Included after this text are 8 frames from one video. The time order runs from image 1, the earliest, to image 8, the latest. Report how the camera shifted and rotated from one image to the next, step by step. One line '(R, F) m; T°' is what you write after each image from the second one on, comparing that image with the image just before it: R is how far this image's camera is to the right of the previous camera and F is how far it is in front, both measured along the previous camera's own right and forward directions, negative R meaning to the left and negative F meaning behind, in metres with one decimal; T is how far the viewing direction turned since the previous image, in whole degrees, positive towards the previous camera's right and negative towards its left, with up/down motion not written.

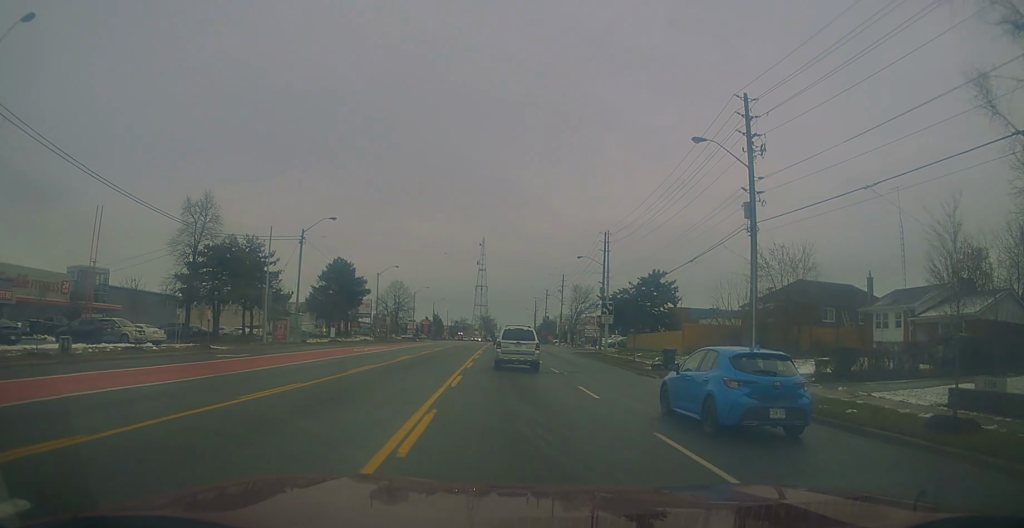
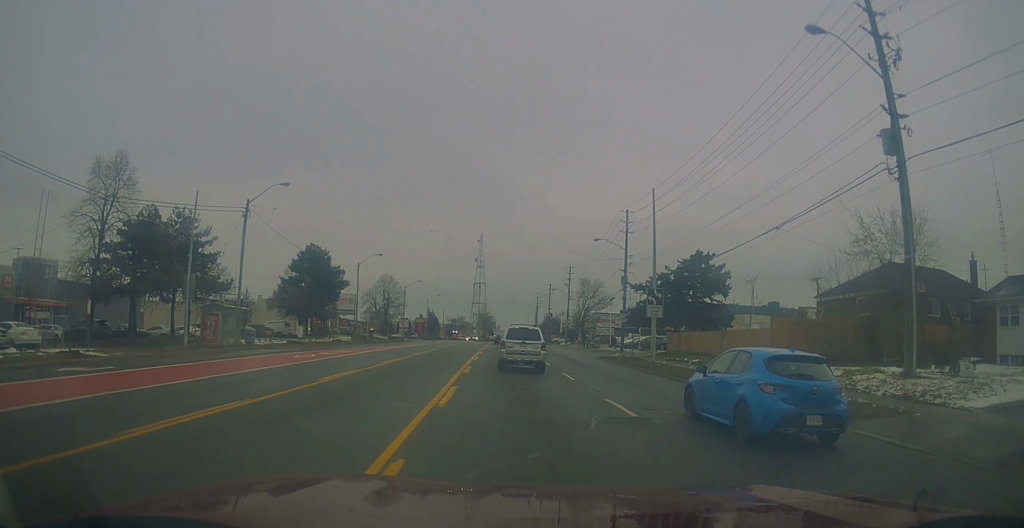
(0.0, +12.9) m; +1°
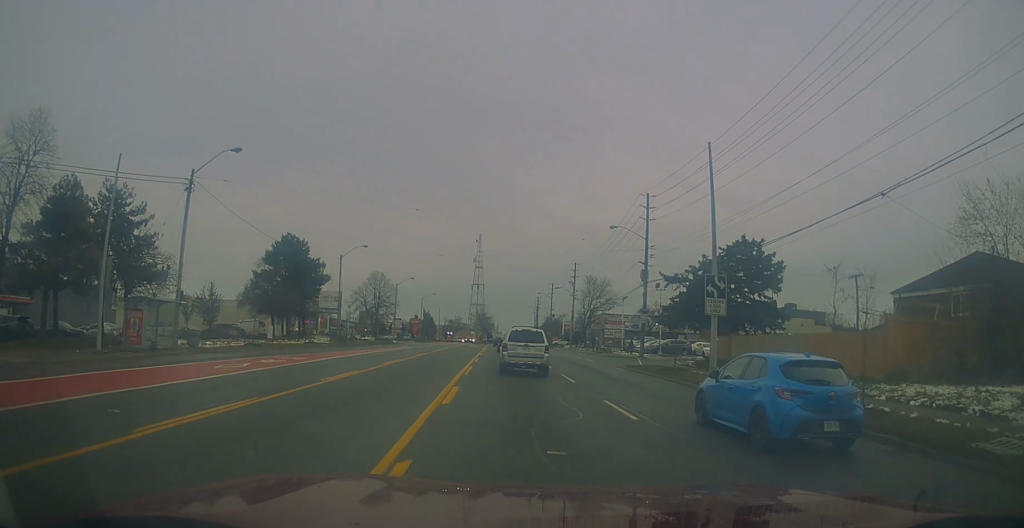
(+0.3, +8.8) m; +1°
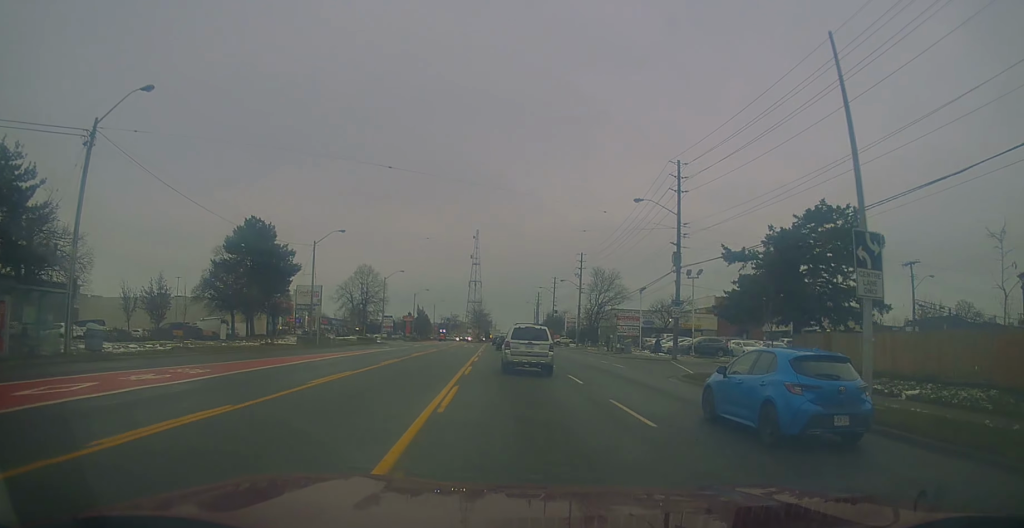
(-0.1, +10.3) m; -1°
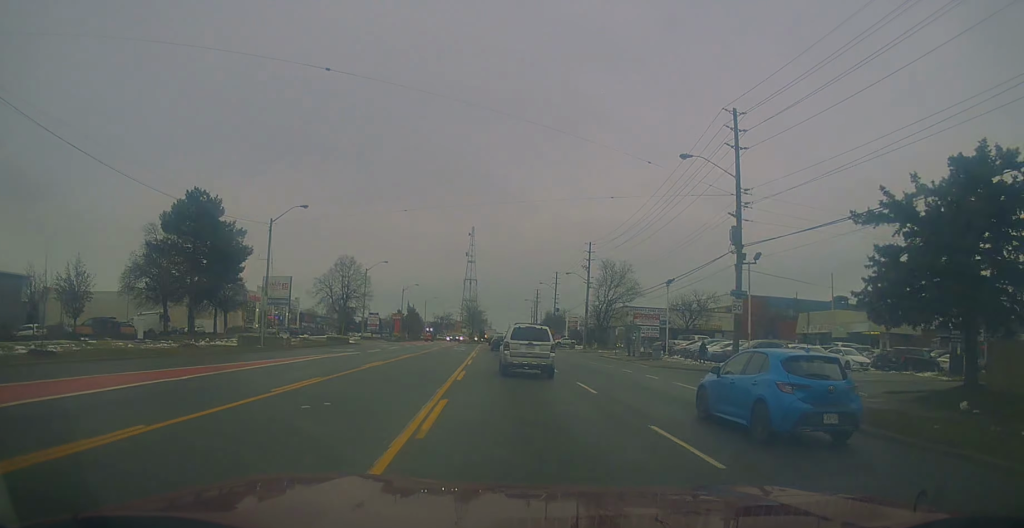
(-0.1, +11.9) m; 0°
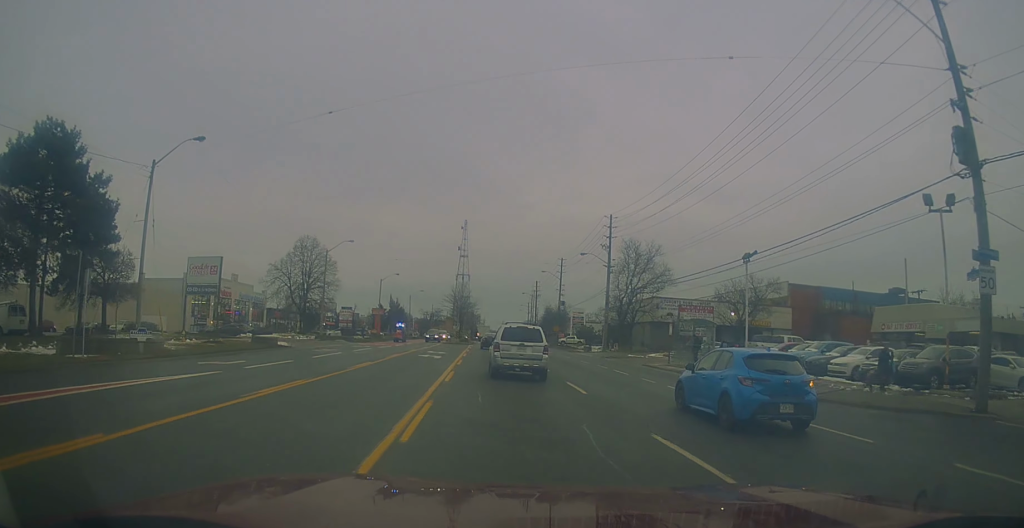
(+0.1, +18.8) m; +2°
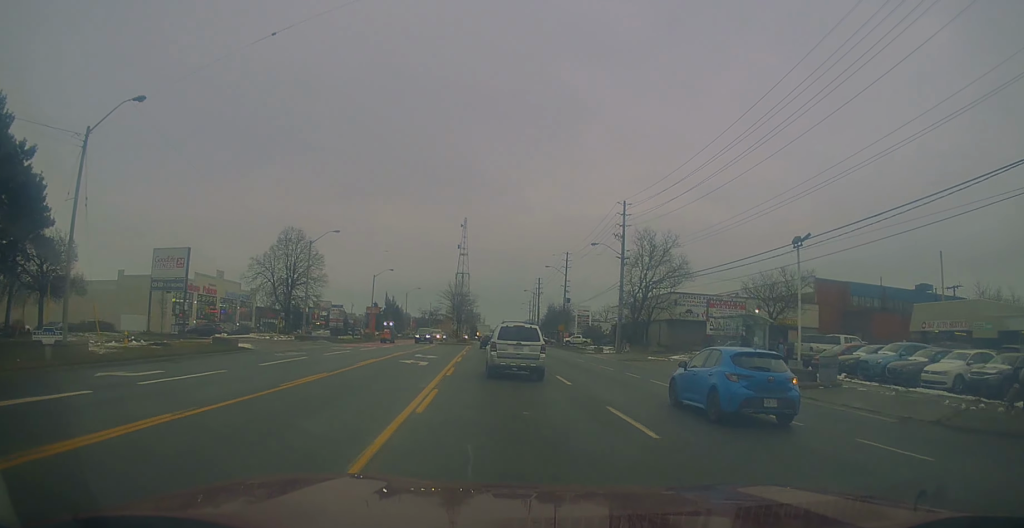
(+0.1, +6.8) m; 0°
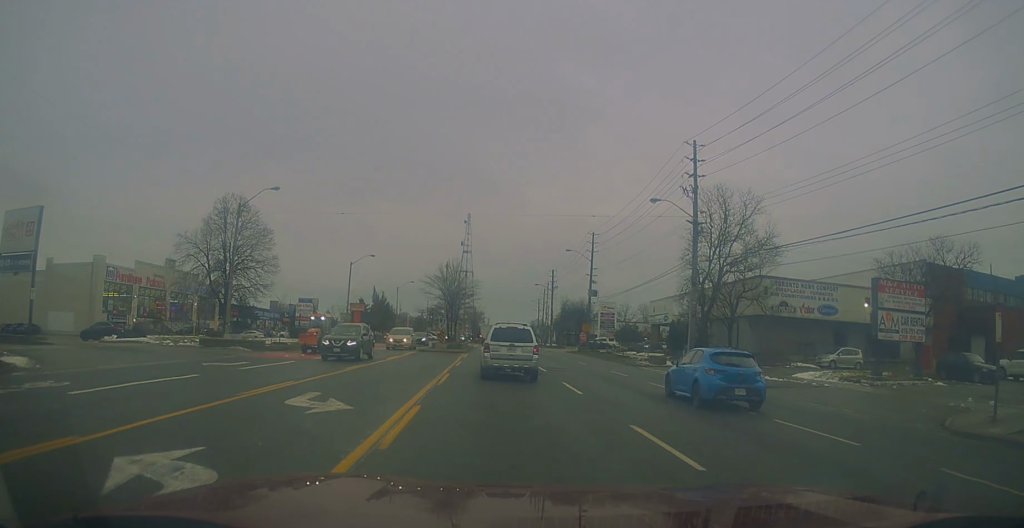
(+0.1, +20.3) m; +1°
